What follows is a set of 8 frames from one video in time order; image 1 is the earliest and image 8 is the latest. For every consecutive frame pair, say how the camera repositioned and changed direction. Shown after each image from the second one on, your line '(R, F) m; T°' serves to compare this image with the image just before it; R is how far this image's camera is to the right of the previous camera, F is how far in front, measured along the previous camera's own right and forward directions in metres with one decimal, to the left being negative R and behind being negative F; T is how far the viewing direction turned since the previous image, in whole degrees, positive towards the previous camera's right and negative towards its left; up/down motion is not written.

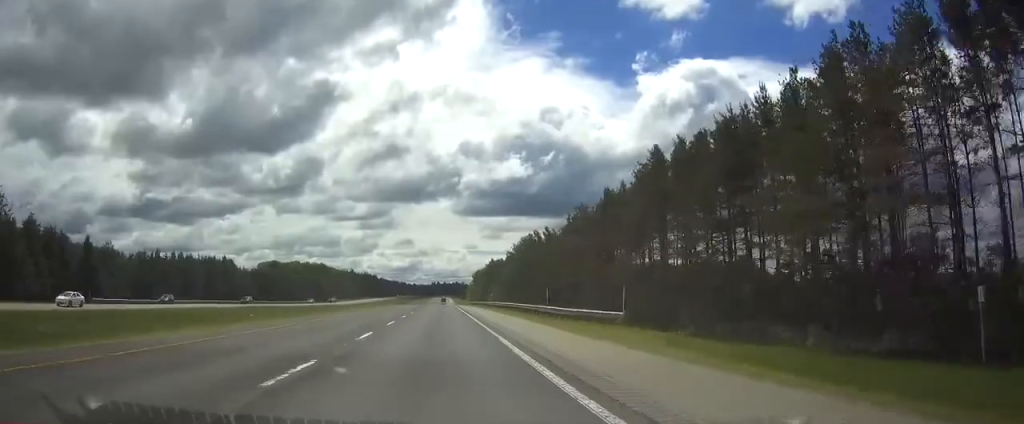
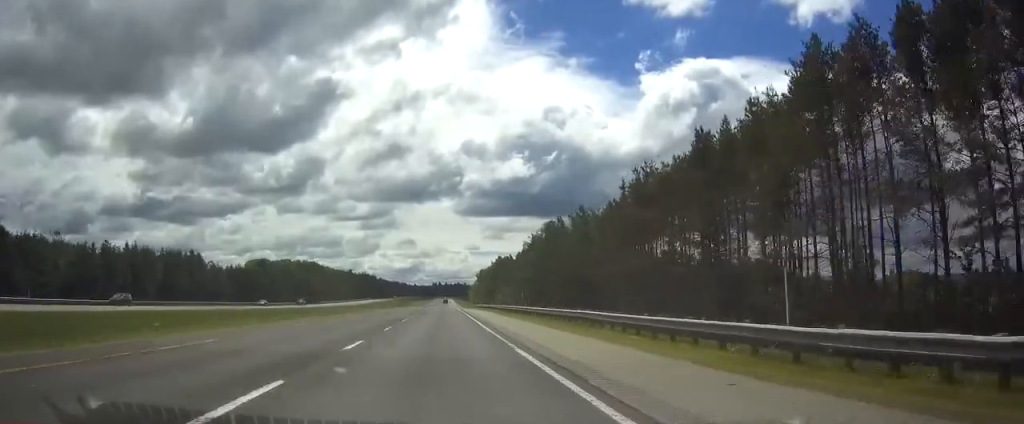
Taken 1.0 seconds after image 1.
(0.0, +29.9) m; 0°
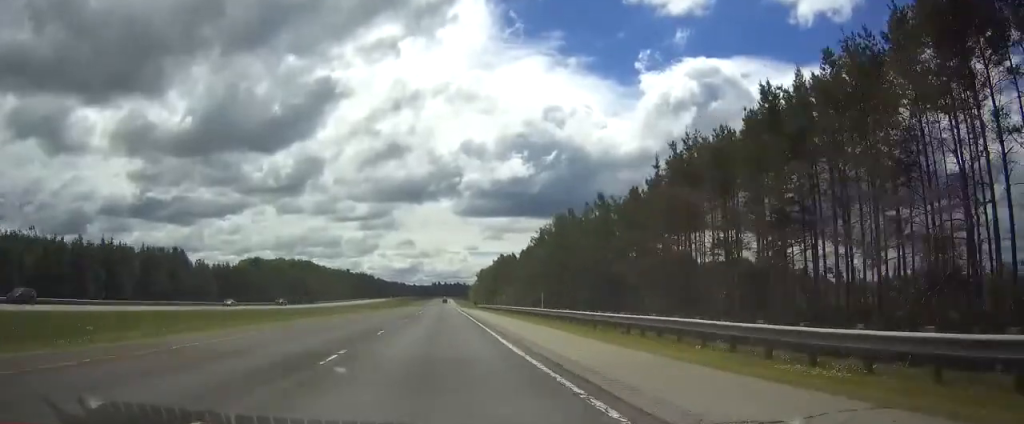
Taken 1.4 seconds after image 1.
(0.0, +12.0) m; 0°
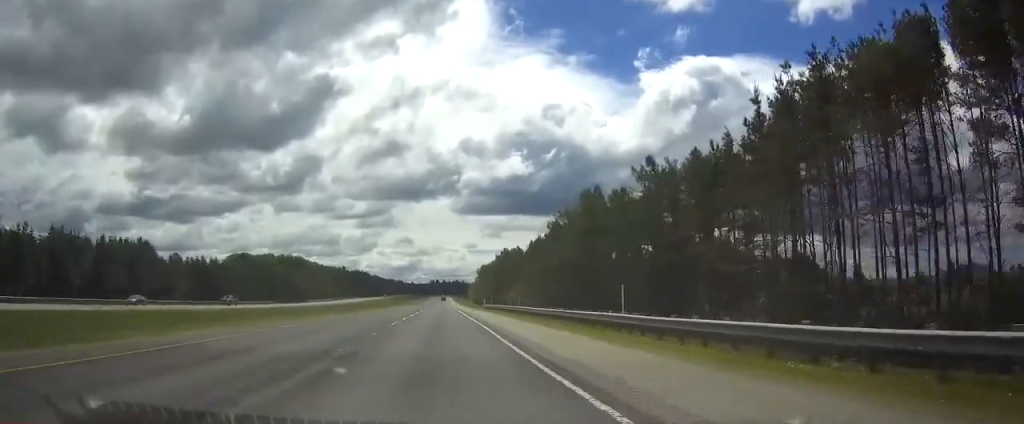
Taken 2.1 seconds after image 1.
(+0.1, +21.0) m; 0°
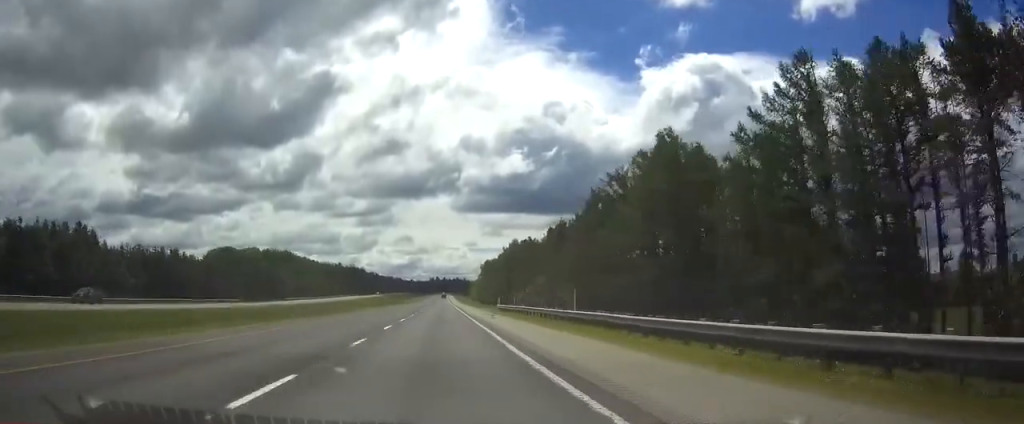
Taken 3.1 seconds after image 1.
(0.0, +29.0) m; 0°
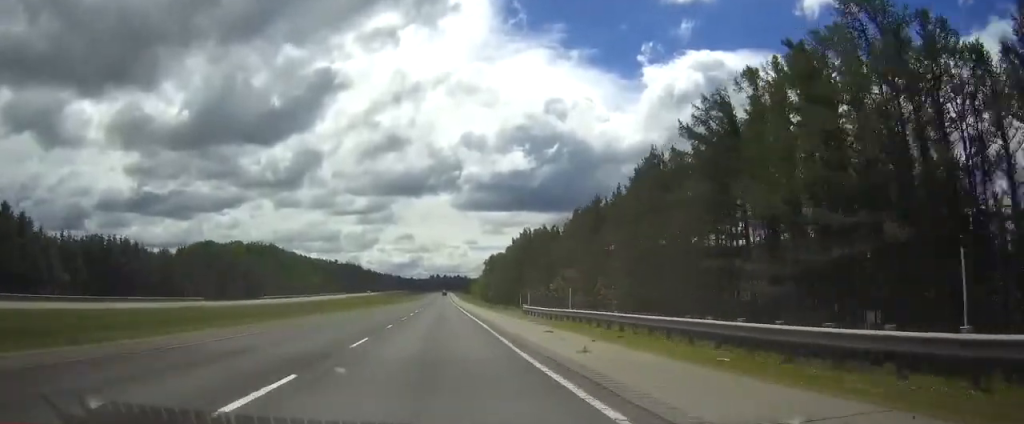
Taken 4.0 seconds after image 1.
(0.0, +27.0) m; 0°
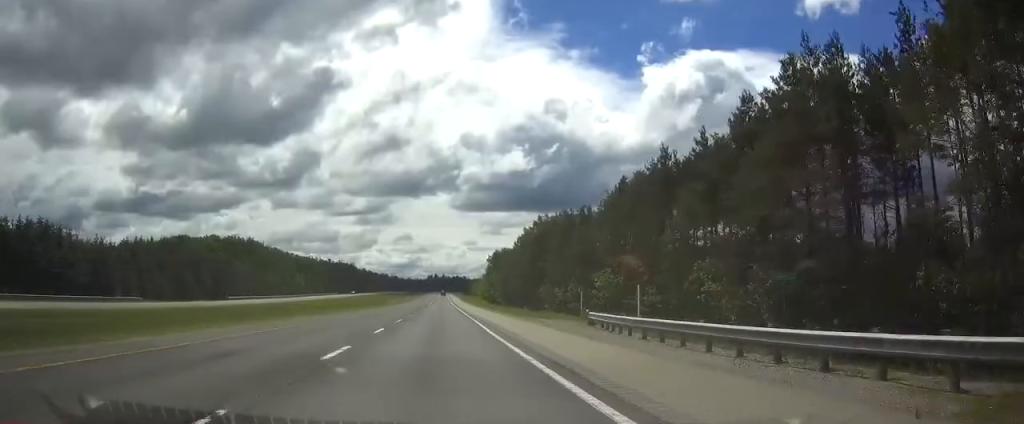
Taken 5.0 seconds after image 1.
(0.0, +30.0) m; 0°
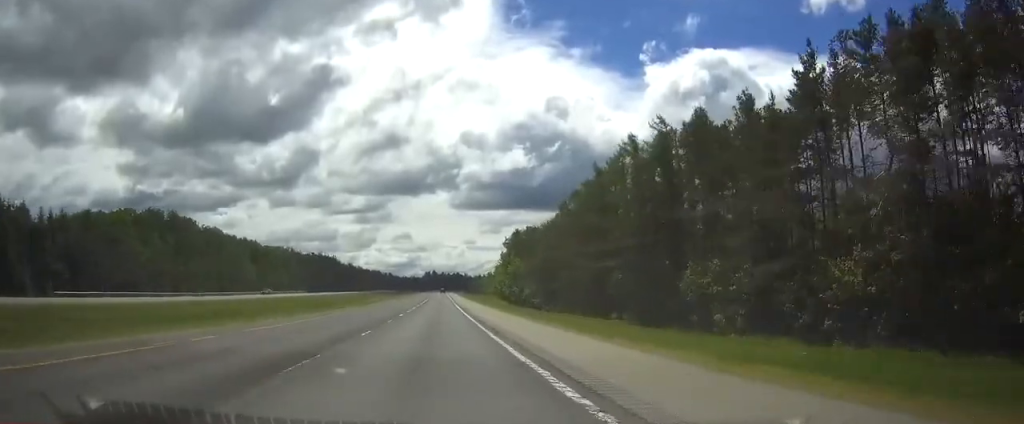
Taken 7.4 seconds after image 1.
(+0.1, +74.3) m; 0°
